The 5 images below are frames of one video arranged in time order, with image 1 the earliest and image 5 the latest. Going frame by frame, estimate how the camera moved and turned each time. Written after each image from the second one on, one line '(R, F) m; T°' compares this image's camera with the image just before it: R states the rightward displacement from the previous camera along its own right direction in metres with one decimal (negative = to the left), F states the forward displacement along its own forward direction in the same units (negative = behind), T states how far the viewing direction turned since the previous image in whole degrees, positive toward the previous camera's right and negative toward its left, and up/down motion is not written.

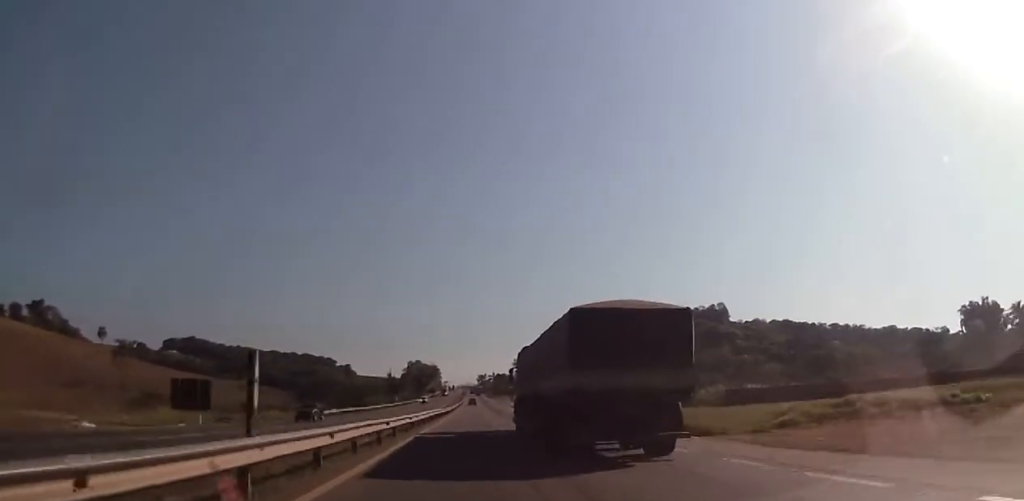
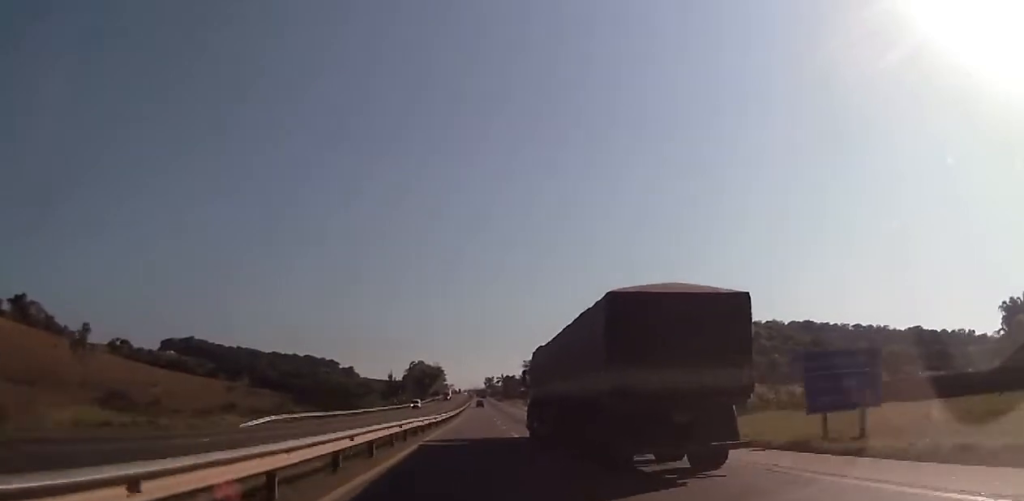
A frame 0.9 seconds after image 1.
(+0.2, +22.9) m; 0°
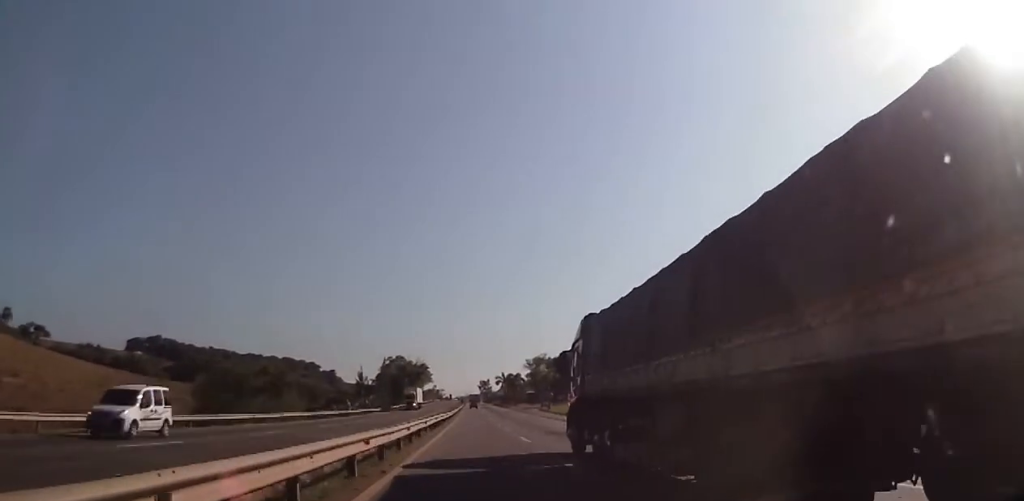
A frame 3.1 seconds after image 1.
(0.0, +63.2) m; 0°
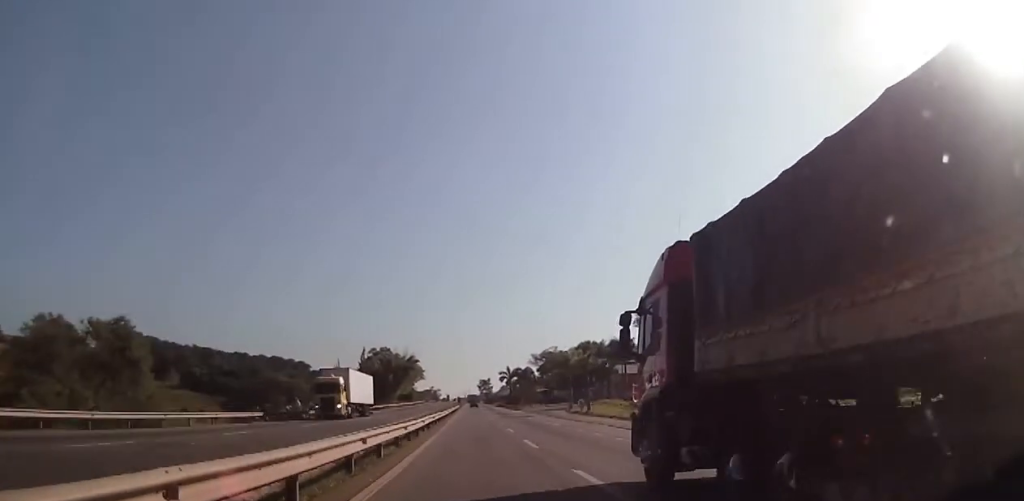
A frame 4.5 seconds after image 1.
(+0.6, +39.3) m; +1°
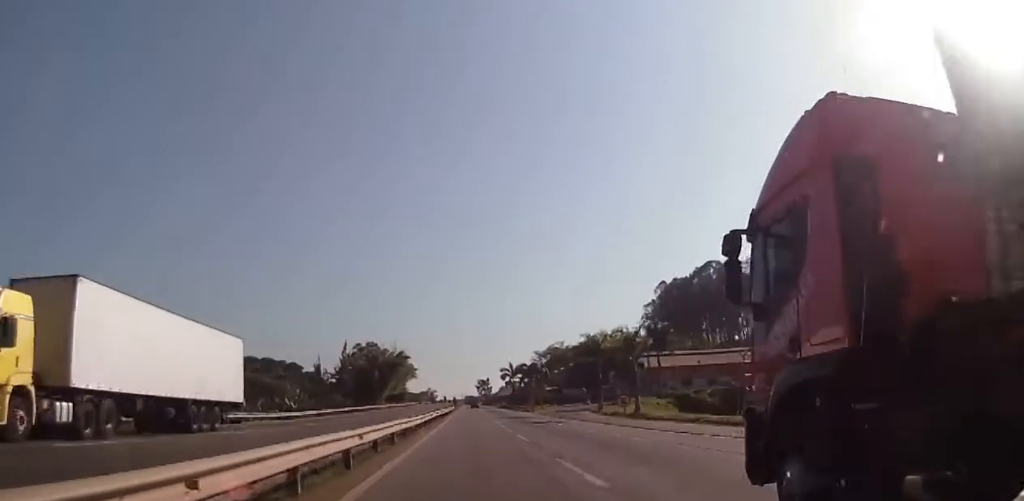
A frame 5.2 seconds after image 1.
(+0.1, +23.0) m; 0°
